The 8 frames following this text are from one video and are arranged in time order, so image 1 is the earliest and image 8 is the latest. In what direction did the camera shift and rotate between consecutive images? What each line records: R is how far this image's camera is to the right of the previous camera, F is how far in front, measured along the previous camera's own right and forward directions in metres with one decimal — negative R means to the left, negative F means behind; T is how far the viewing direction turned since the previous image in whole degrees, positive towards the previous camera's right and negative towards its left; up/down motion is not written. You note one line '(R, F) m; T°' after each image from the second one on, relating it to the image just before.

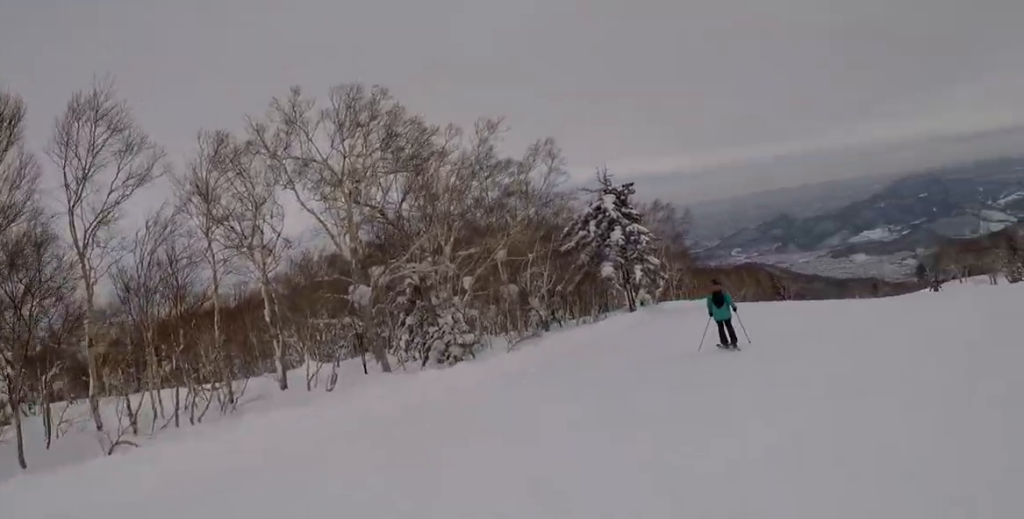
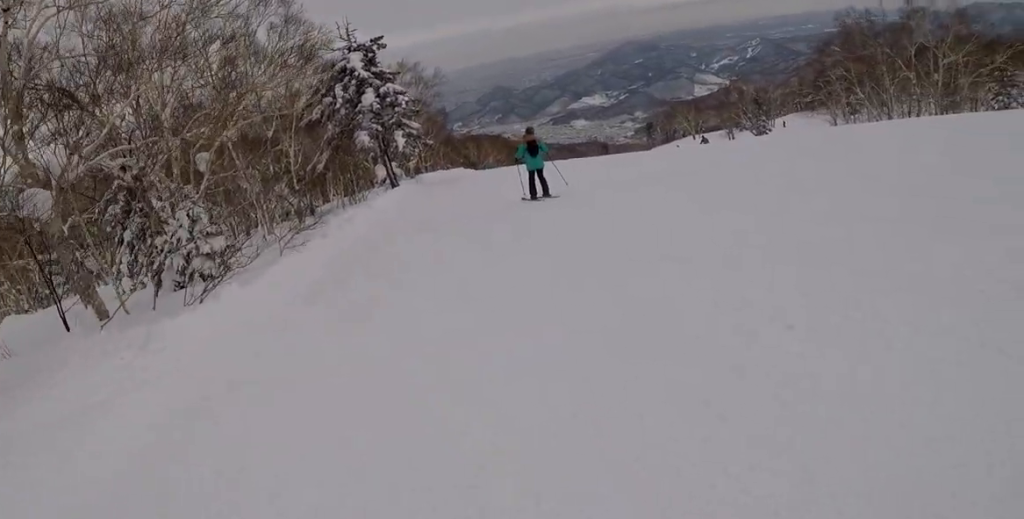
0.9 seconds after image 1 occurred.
(+0.6, +5.6) m; +20°
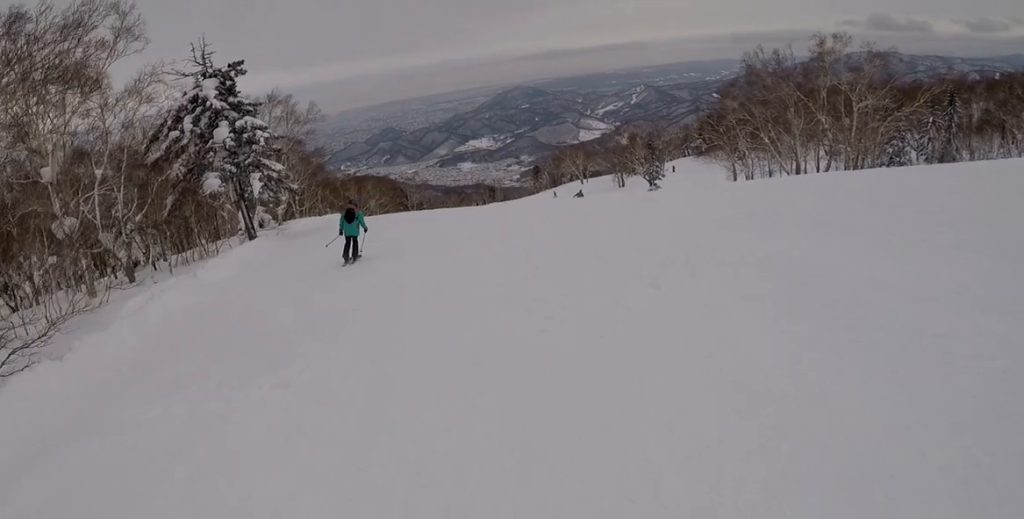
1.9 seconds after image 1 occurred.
(+1.4, +5.2) m; +15°
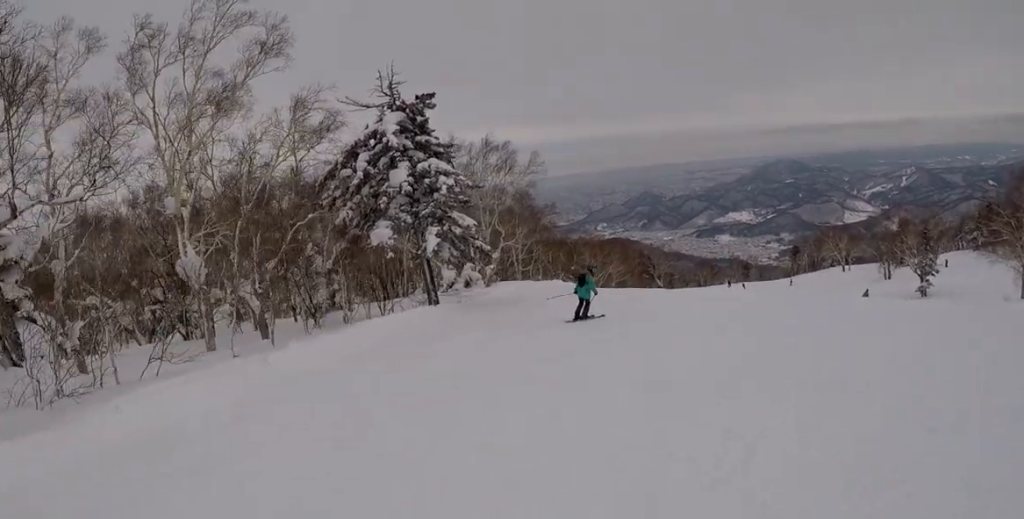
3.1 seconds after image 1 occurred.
(-0.1, +6.5) m; 0°
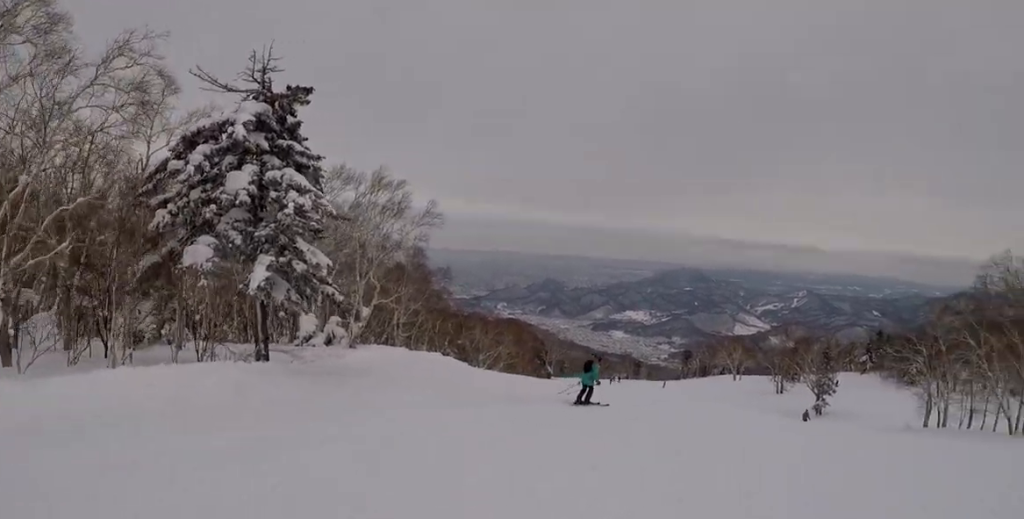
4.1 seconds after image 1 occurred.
(+0.4, +6.1) m; +6°
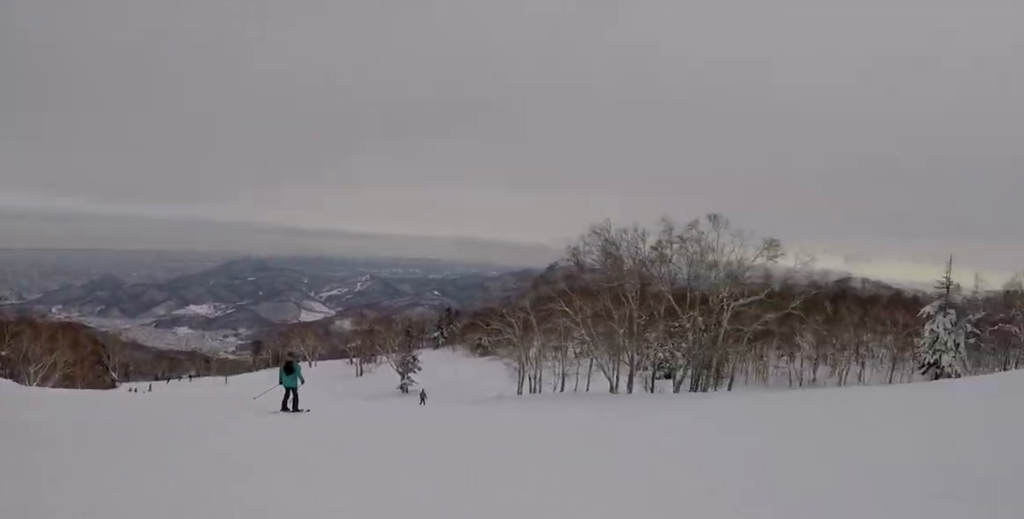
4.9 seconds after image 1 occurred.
(+0.2, +4.9) m; +5°
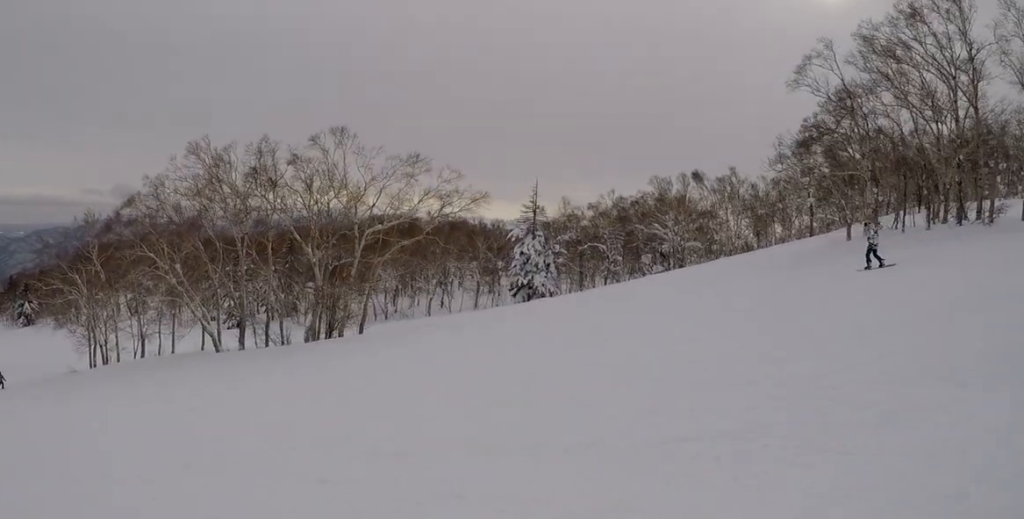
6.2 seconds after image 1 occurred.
(+0.6, +8.5) m; +23°
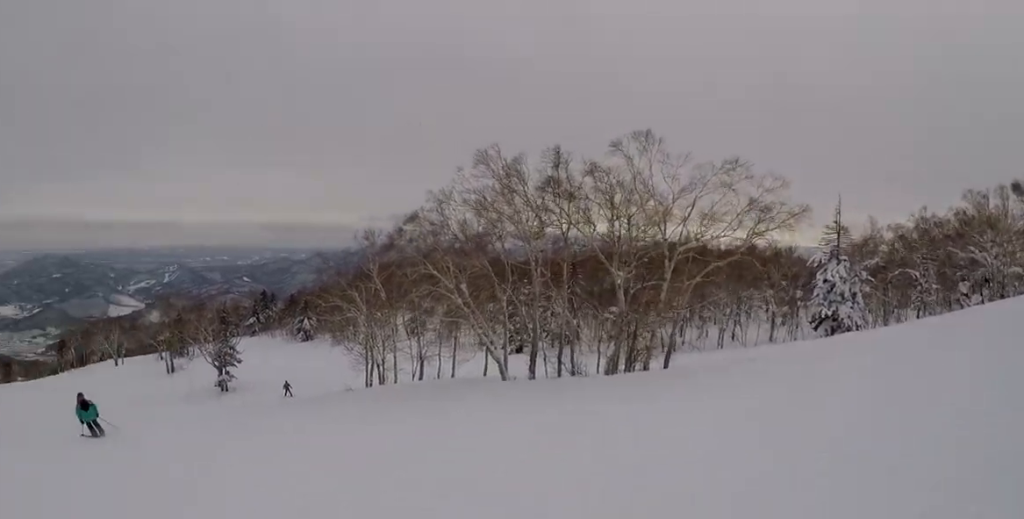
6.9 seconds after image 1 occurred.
(+1.0, +3.8) m; +7°
